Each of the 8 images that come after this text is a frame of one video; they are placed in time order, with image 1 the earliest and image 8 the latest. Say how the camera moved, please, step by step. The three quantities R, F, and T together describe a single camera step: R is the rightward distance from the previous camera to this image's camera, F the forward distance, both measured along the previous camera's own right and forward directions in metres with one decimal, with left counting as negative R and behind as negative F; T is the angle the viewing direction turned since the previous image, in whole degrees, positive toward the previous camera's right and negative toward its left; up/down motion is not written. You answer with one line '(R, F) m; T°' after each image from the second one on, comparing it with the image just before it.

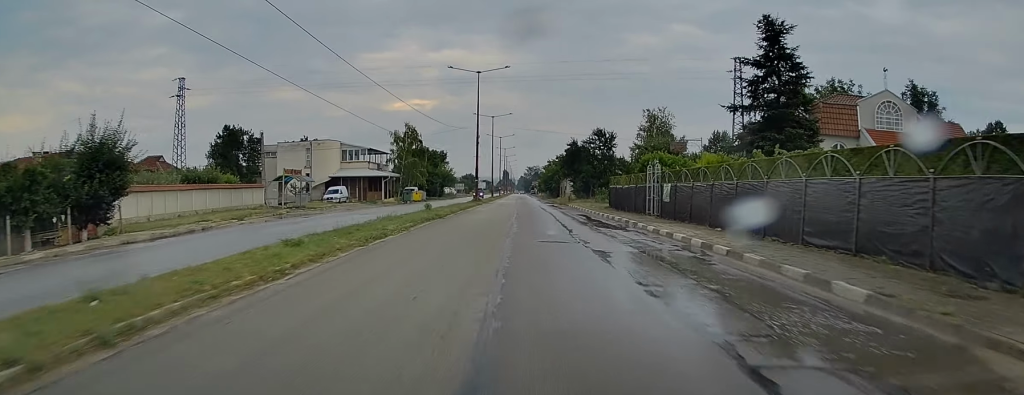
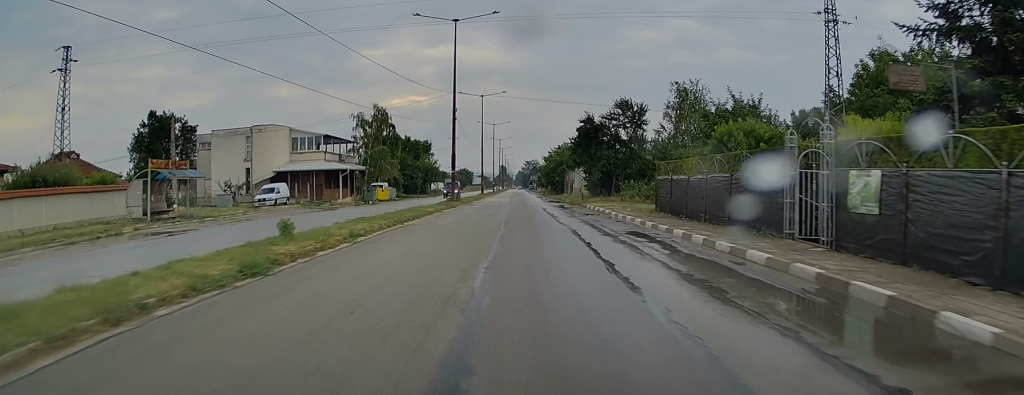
(0.0, +19.8) m; +1°
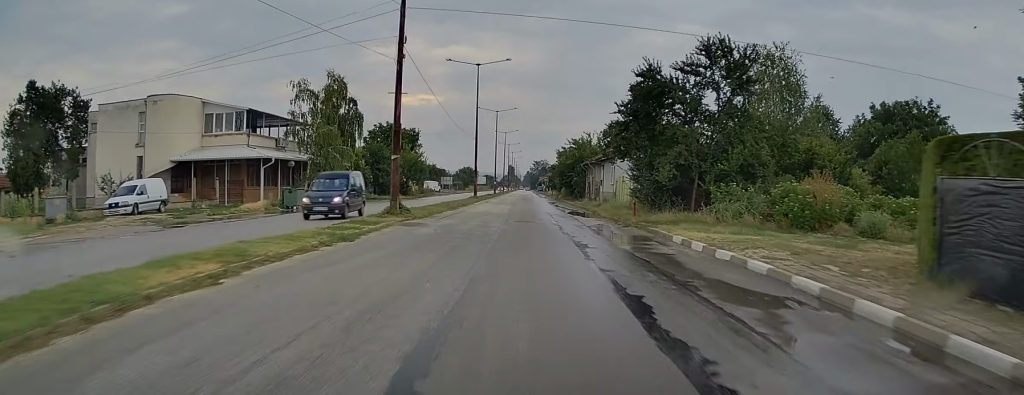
(+0.3, +22.9) m; -1°
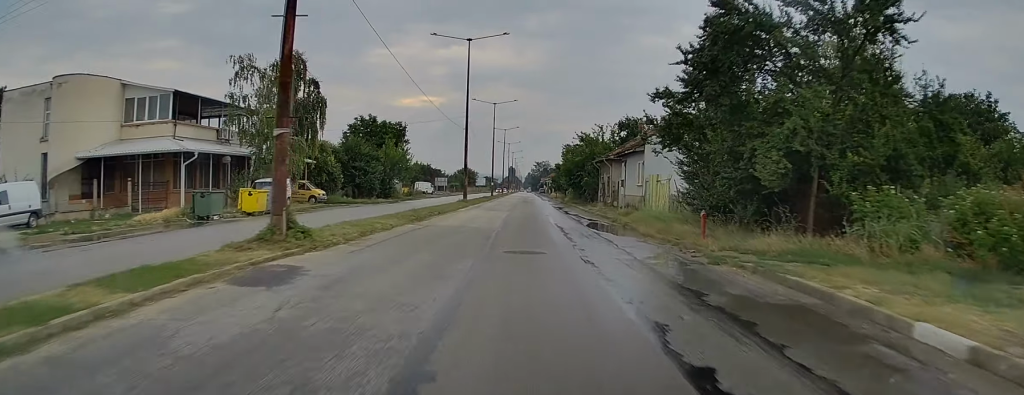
(-0.7, +11.7) m; -2°
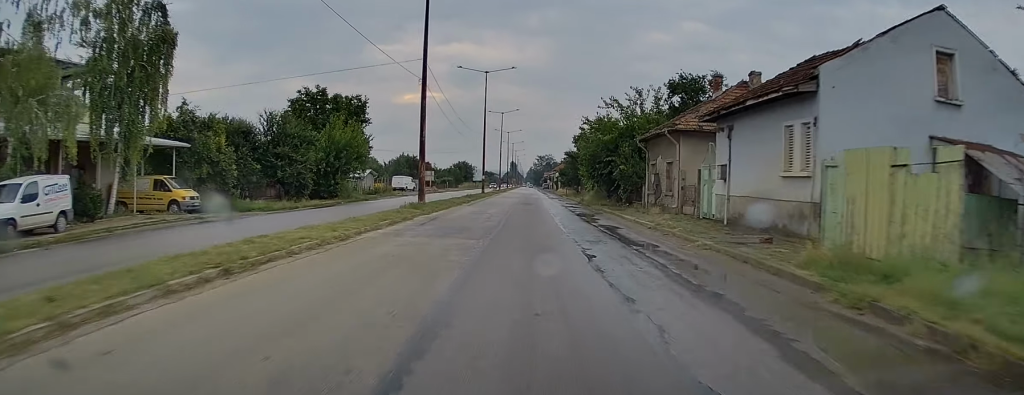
(+0.6, +22.3) m; +2°
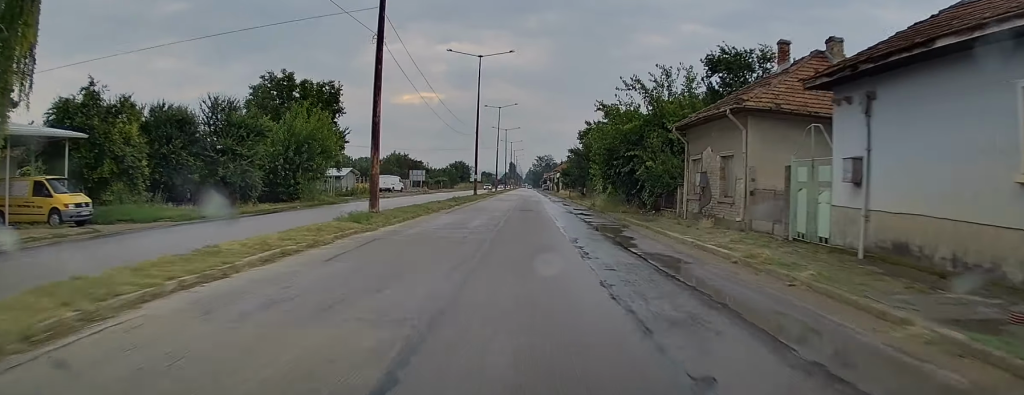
(0.0, +9.2) m; 0°
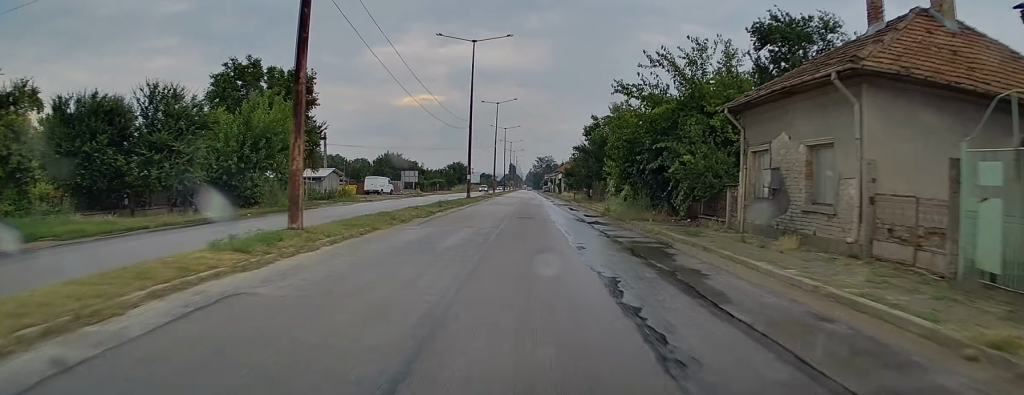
(0.0, +7.3) m; 0°
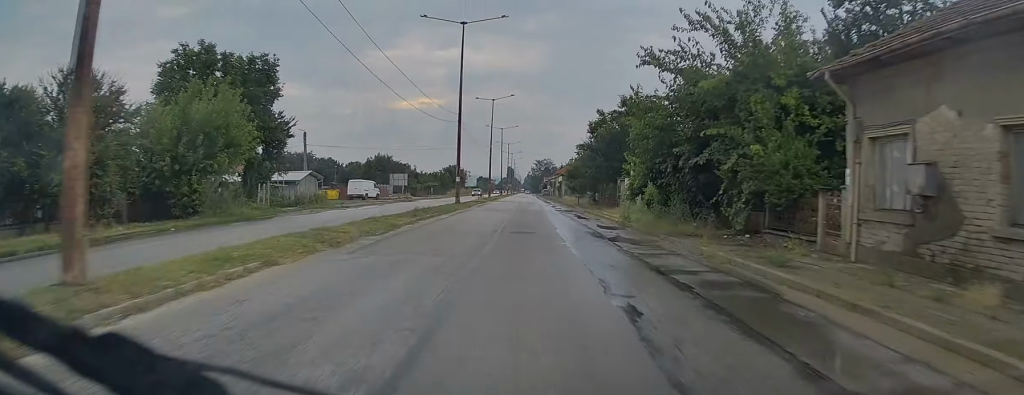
(0.0, +7.3) m; 0°
